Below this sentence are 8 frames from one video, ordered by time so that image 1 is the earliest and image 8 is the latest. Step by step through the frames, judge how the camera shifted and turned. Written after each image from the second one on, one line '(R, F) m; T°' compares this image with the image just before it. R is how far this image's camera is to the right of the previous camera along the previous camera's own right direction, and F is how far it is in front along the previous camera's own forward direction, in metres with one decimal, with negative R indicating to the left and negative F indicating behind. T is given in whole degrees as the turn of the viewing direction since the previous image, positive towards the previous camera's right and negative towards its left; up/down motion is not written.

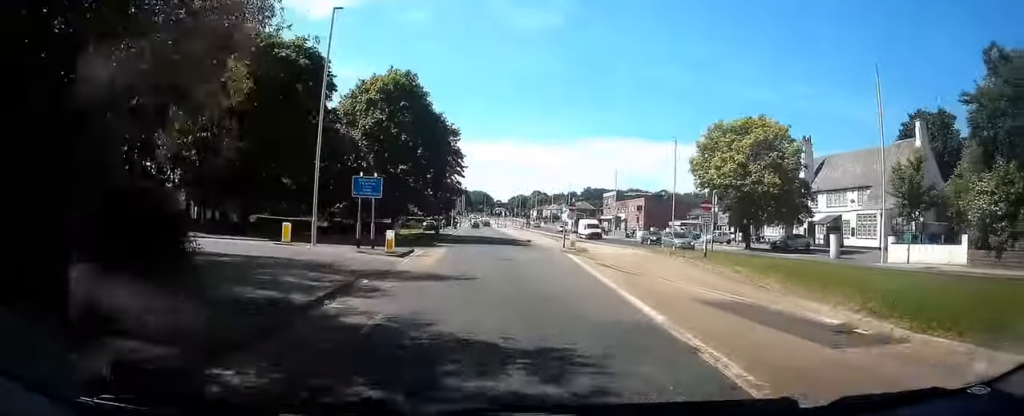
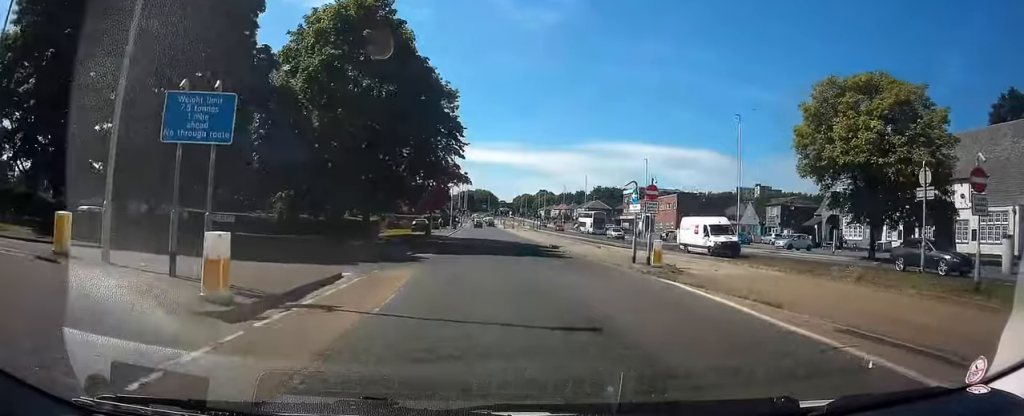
(-0.2, +17.1) m; +1°
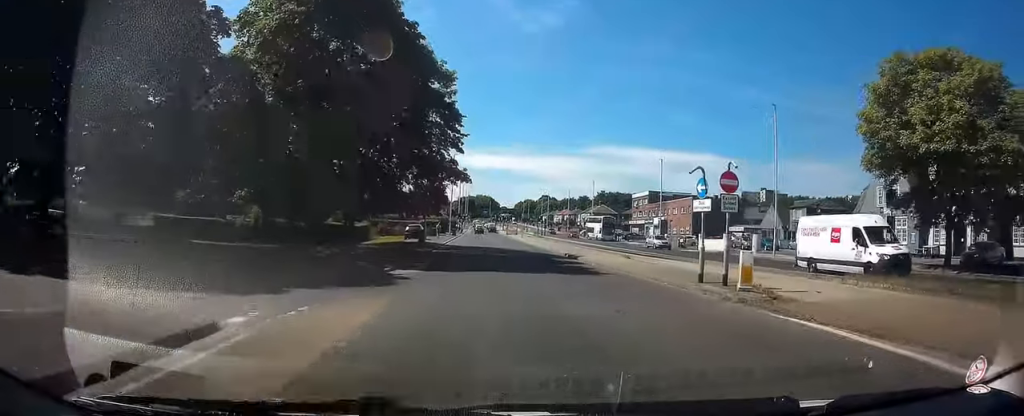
(+0.2, +6.8) m; +1°
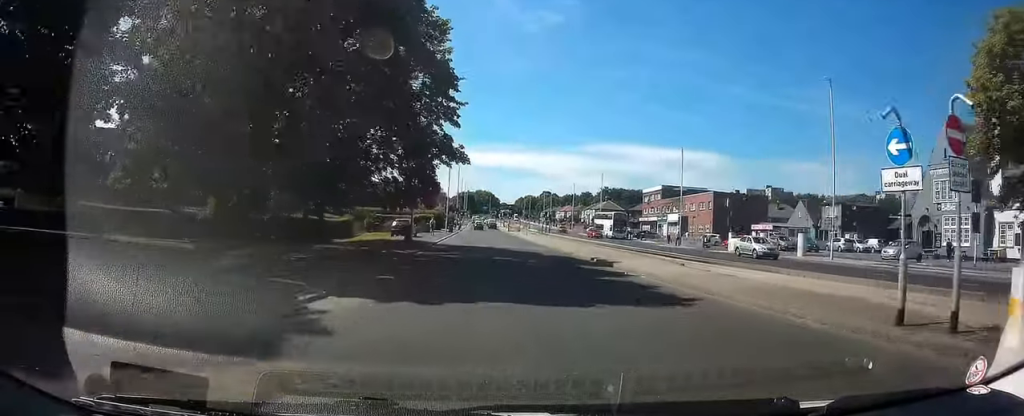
(0.0, +8.3) m; -1°
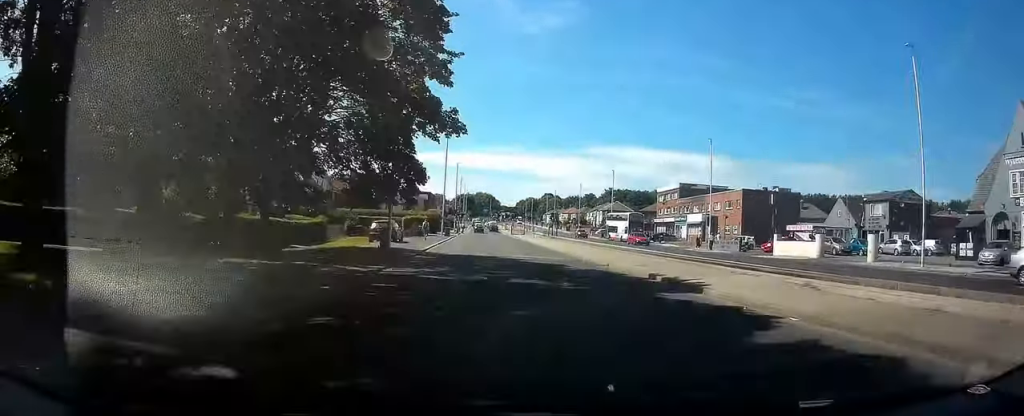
(-0.1, +9.4) m; -1°
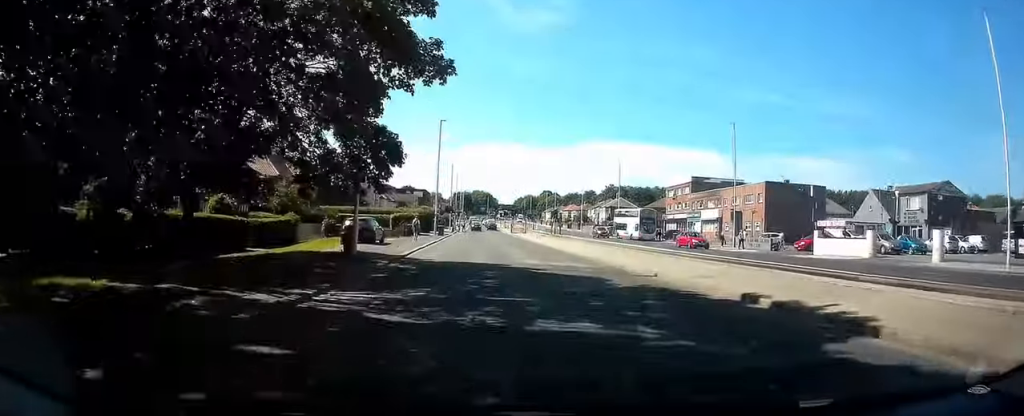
(-0.1, +7.0) m; -1°
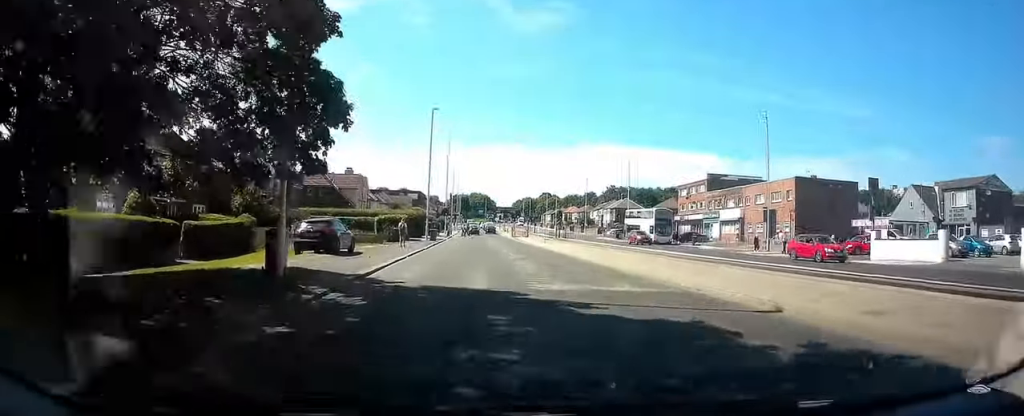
(0.0, +7.6) m; +2°
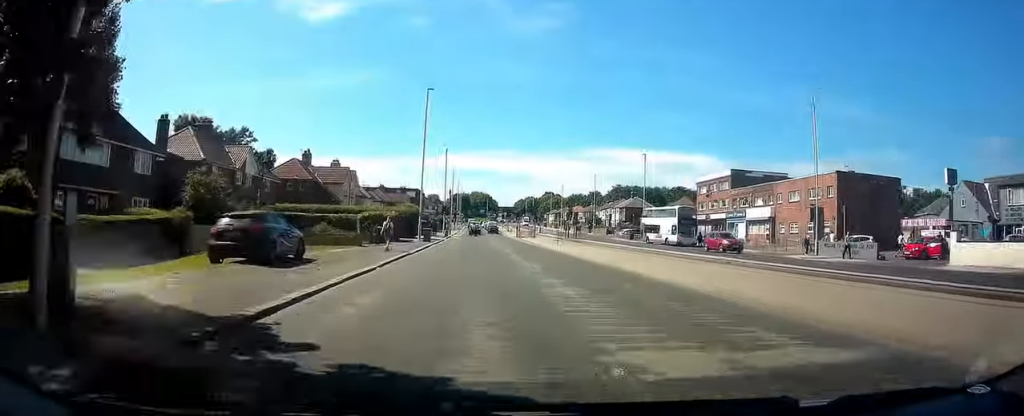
(+0.2, +7.9) m; +1°
